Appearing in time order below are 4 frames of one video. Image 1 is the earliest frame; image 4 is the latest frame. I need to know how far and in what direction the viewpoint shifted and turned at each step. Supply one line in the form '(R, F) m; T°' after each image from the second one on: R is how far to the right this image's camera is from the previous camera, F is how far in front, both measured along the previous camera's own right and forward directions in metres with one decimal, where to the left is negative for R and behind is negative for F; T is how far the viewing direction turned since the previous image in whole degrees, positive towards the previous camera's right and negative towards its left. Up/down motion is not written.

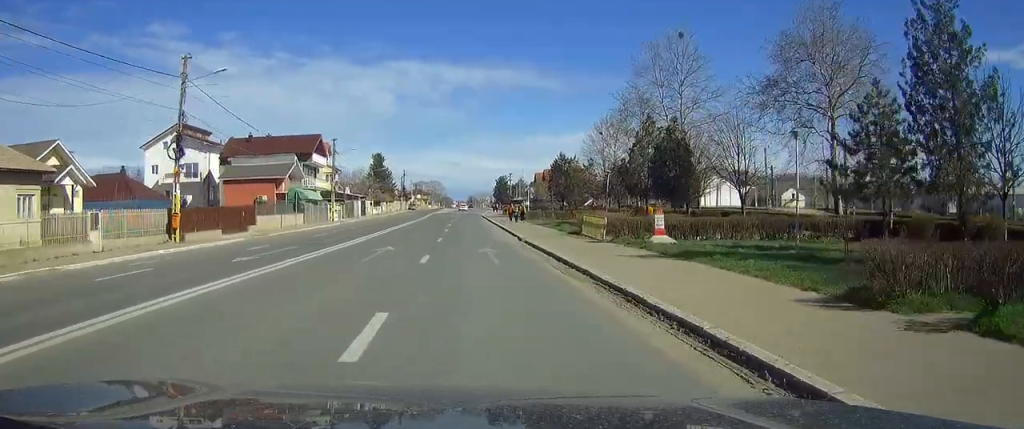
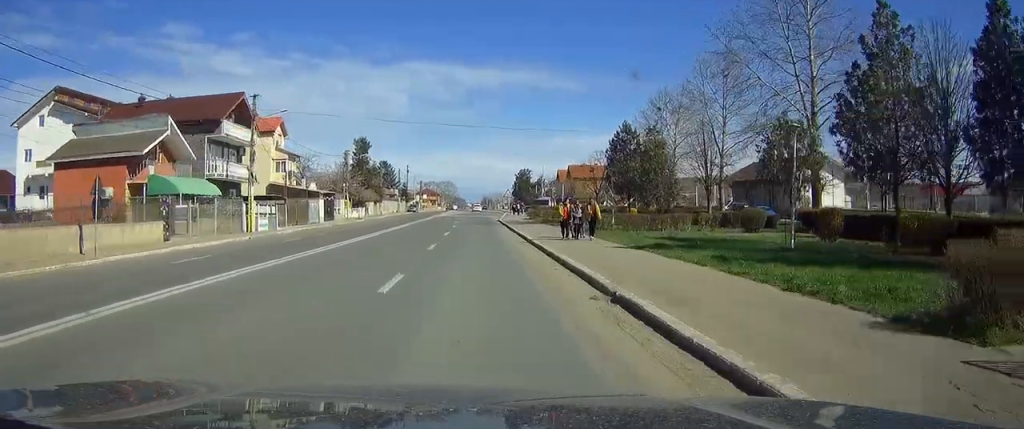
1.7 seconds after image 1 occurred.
(-0.5, +30.6) m; -1°
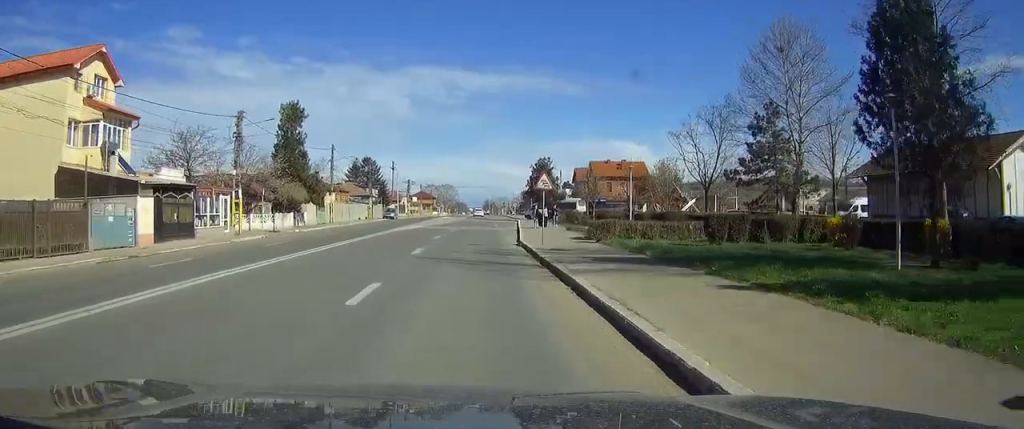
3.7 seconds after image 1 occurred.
(-0.1, +36.9) m; 0°
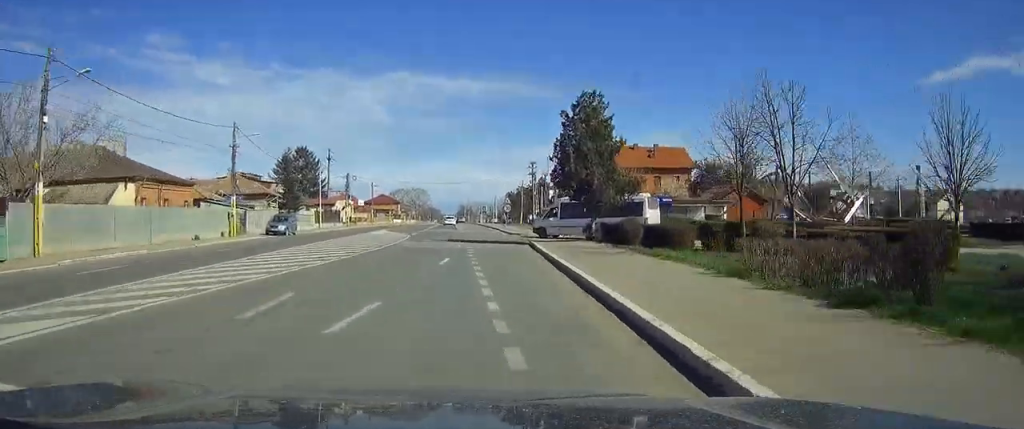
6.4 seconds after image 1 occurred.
(+0.3, +49.1) m; +1°
